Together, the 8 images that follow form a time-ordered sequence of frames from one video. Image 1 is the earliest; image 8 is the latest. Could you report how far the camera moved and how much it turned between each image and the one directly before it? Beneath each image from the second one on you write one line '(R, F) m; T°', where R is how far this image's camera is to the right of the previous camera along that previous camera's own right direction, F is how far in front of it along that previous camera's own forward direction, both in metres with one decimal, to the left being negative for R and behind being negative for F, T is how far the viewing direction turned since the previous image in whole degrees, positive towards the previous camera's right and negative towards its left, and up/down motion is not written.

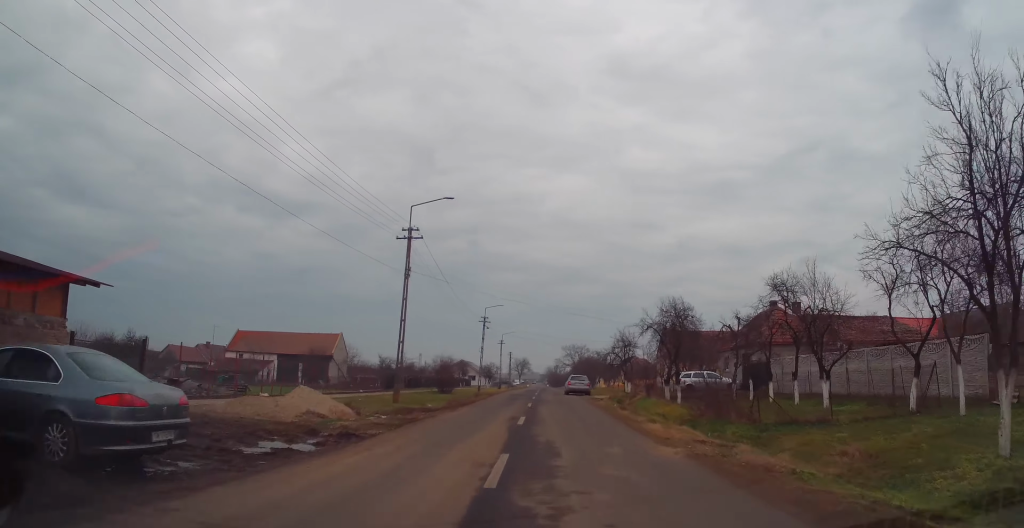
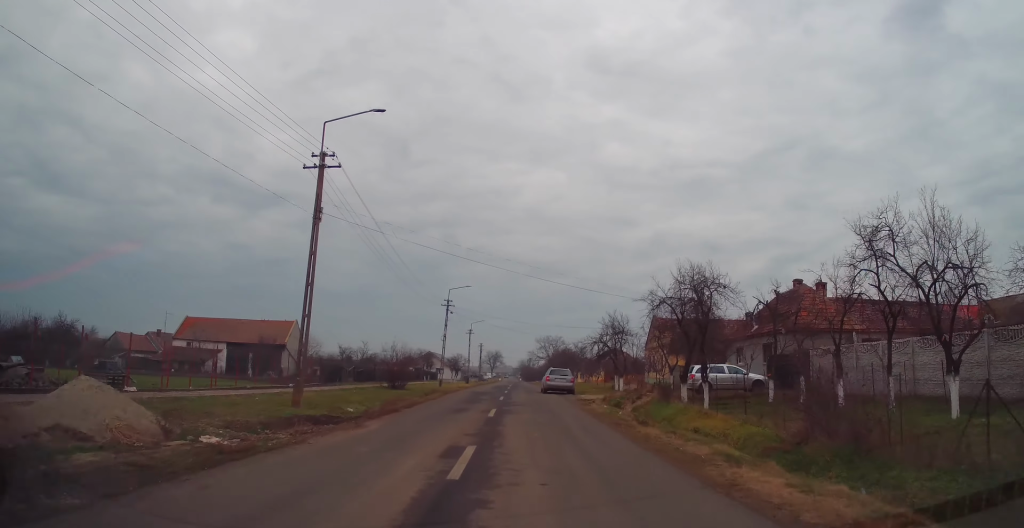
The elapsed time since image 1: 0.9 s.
(+0.1, +8.7) m; +1°
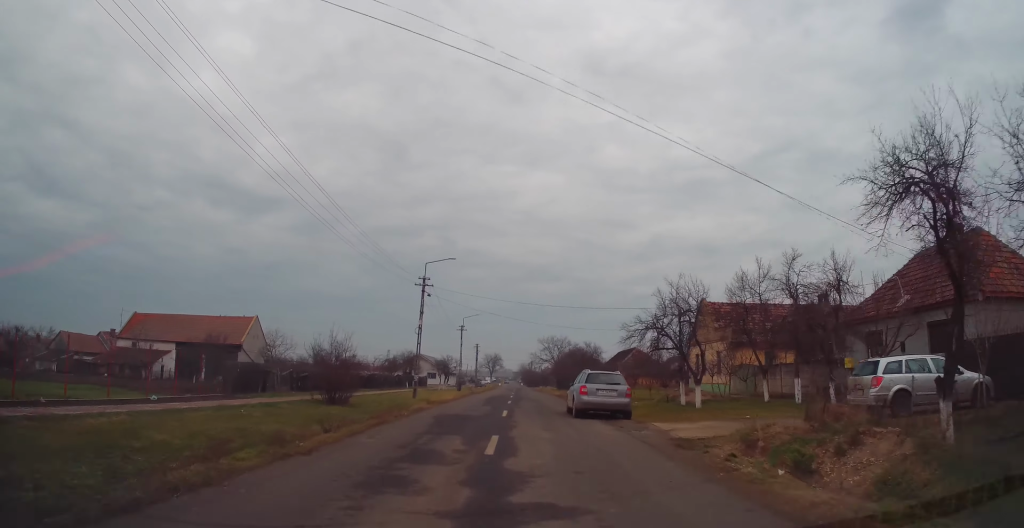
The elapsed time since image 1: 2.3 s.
(+0.2, +15.9) m; -1°
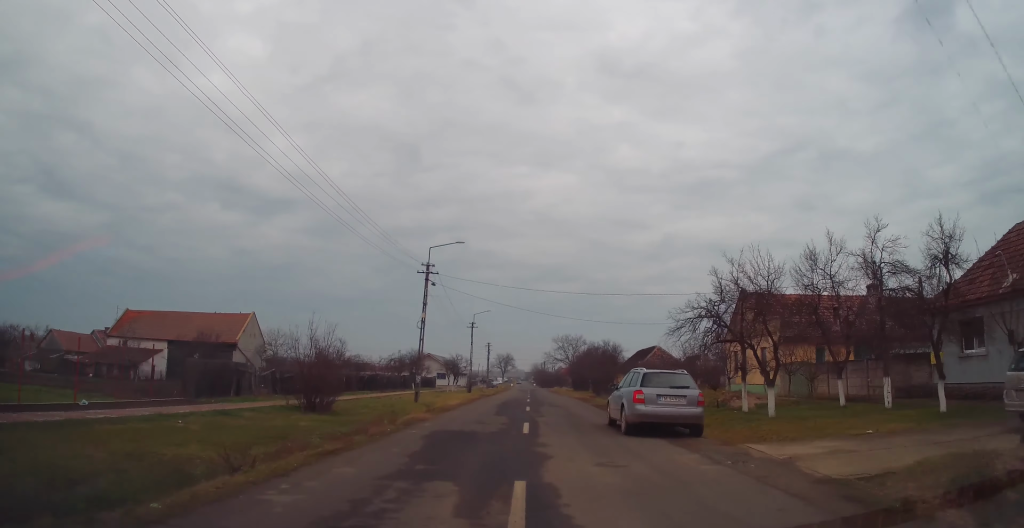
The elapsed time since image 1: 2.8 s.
(0.0, +5.3) m; -1°
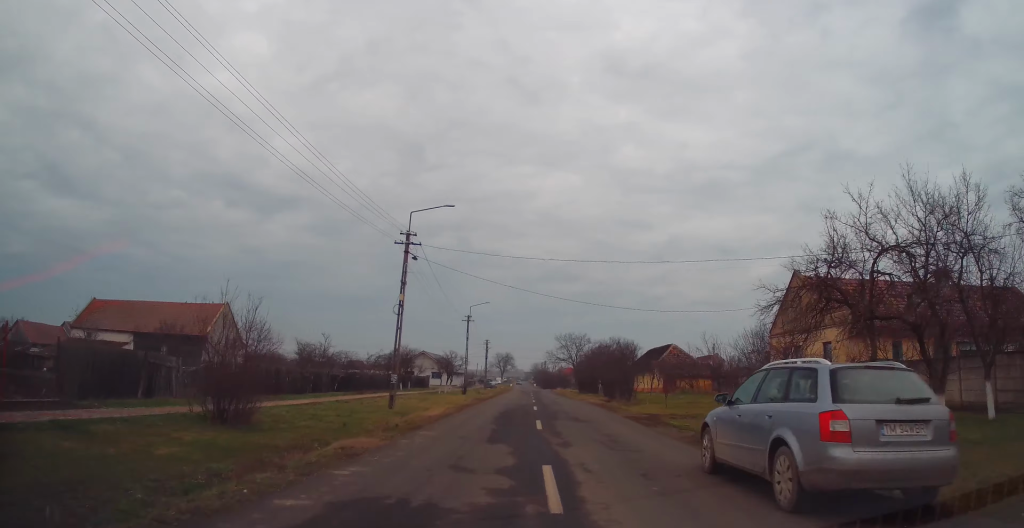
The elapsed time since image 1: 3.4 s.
(-0.4, +7.7) m; -1°
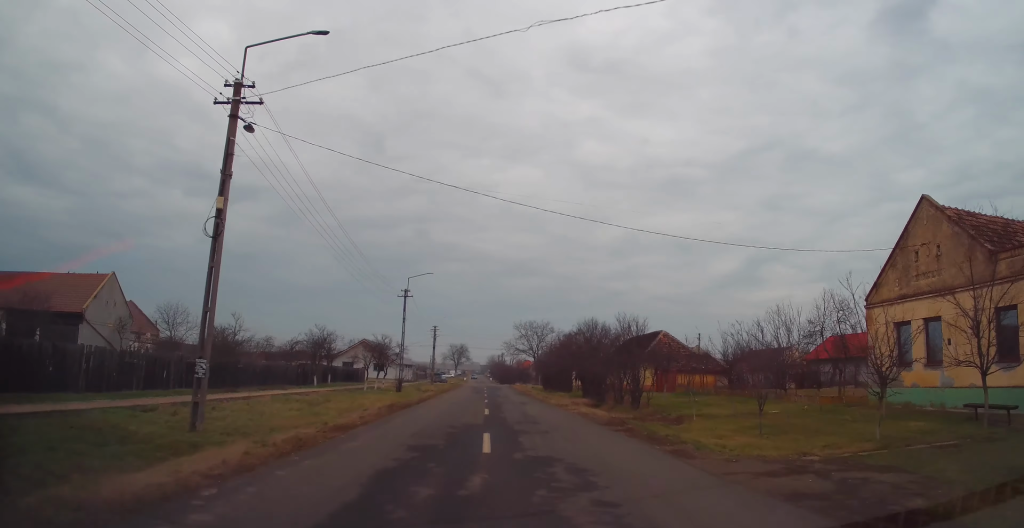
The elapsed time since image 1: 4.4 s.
(+0.3, +14.5) m; +4°
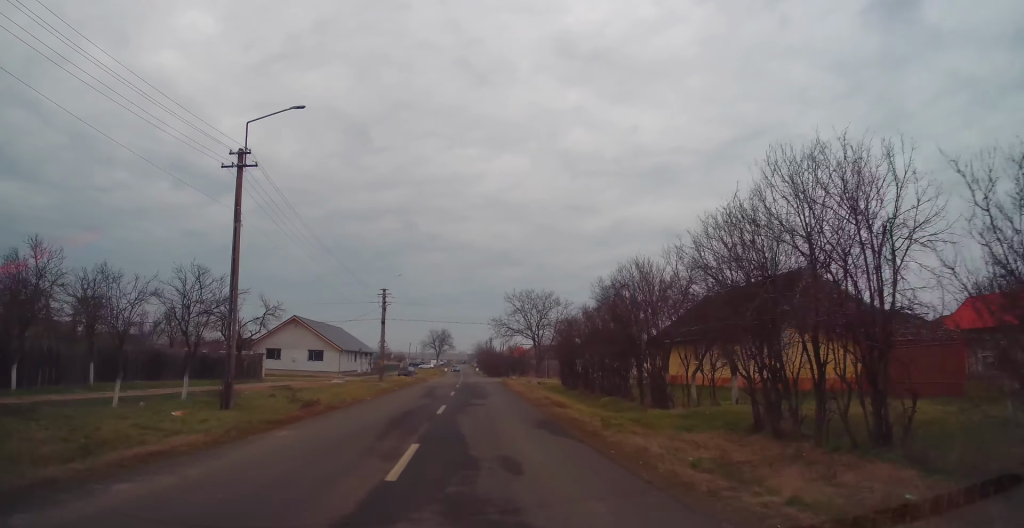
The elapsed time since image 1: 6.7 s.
(+0.2, +32.1) m; 0°
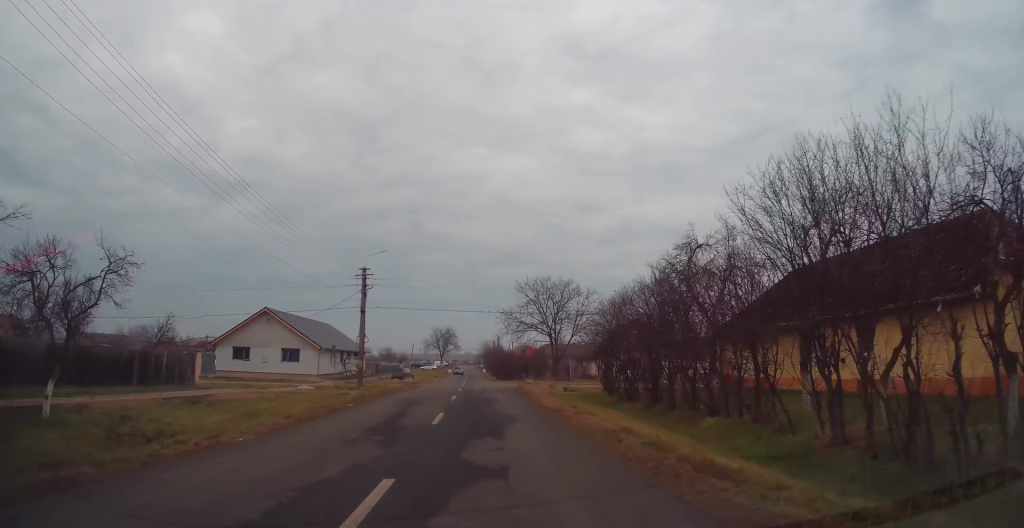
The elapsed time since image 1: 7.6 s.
(+0.3, +12.9) m; -1°
